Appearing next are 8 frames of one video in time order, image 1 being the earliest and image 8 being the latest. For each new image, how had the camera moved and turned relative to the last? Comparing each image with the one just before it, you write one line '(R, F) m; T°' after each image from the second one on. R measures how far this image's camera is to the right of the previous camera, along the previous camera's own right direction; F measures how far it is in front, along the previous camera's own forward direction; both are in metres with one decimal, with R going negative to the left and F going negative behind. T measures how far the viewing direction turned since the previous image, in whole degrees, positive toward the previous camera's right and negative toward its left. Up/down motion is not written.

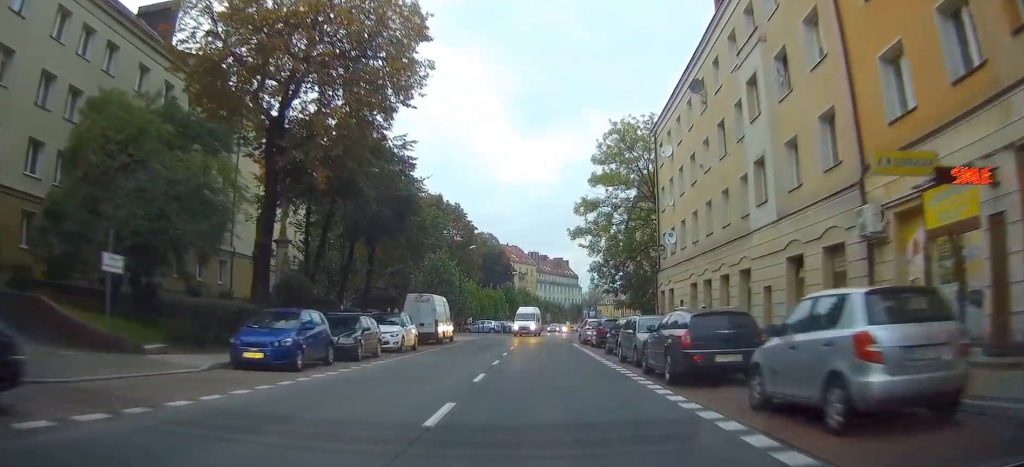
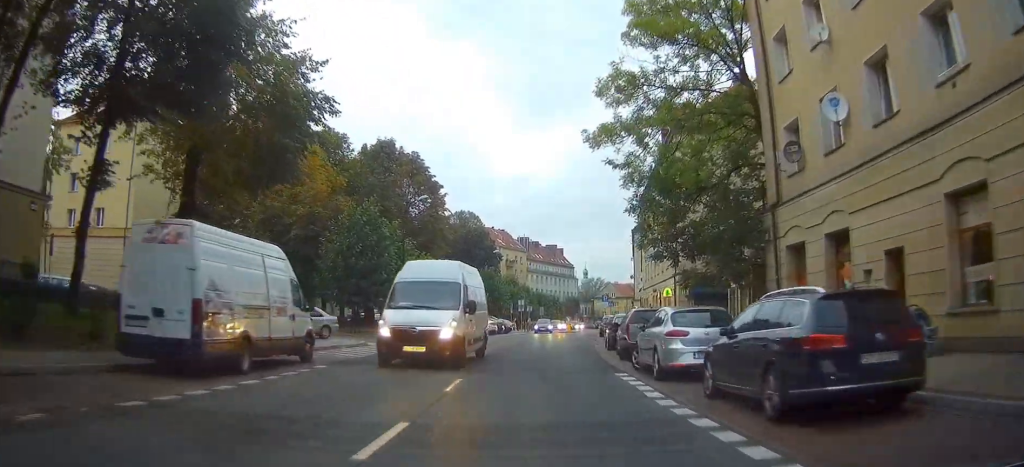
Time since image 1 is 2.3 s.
(-0.3, +26.8) m; -1°
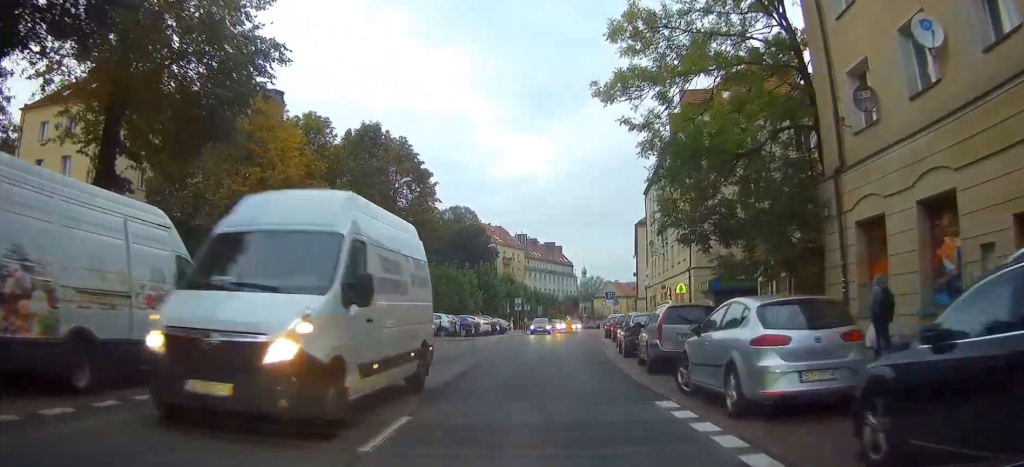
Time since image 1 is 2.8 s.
(+0.1, +5.5) m; 0°
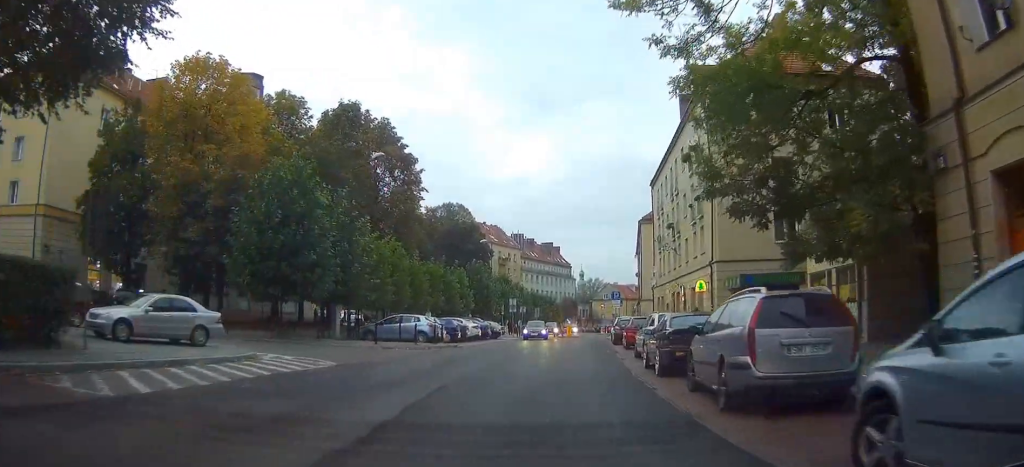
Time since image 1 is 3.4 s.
(0.0, +6.5) m; 0°
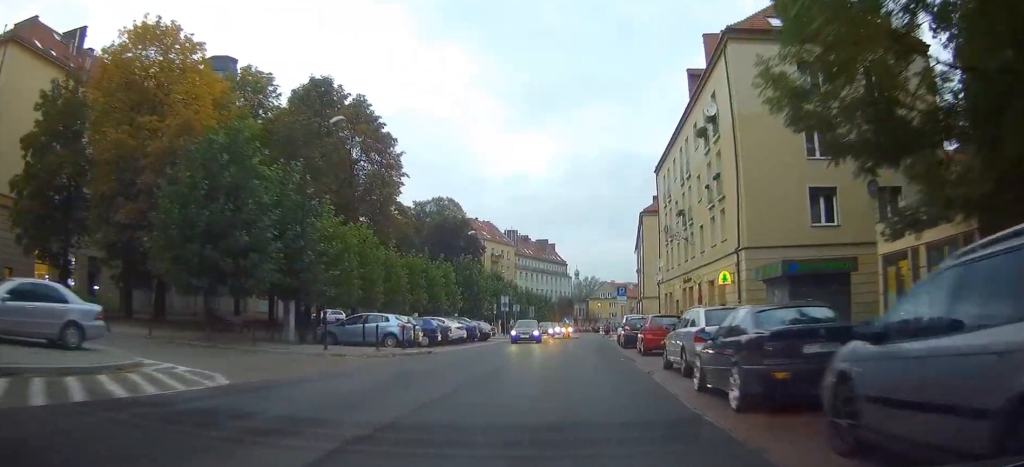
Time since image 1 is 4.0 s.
(0.0, +6.3) m; 0°
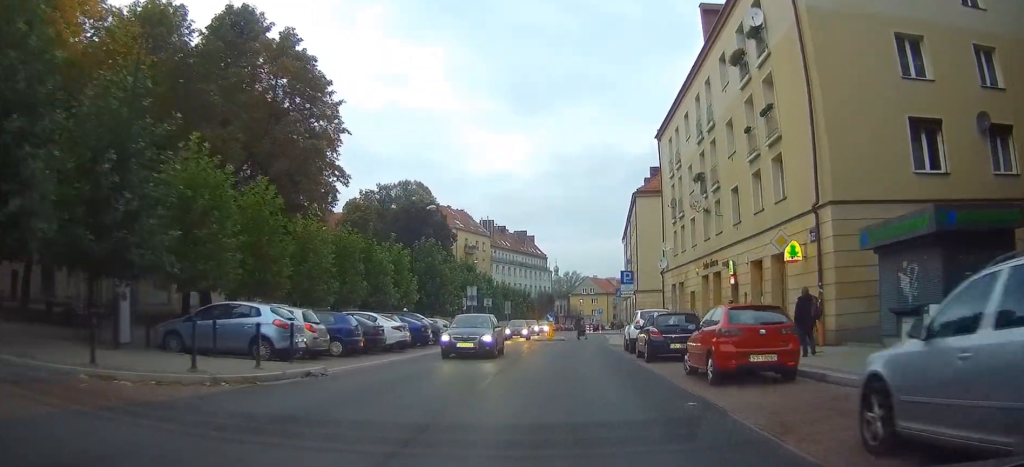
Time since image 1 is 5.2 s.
(-0.1, +11.7) m; 0°
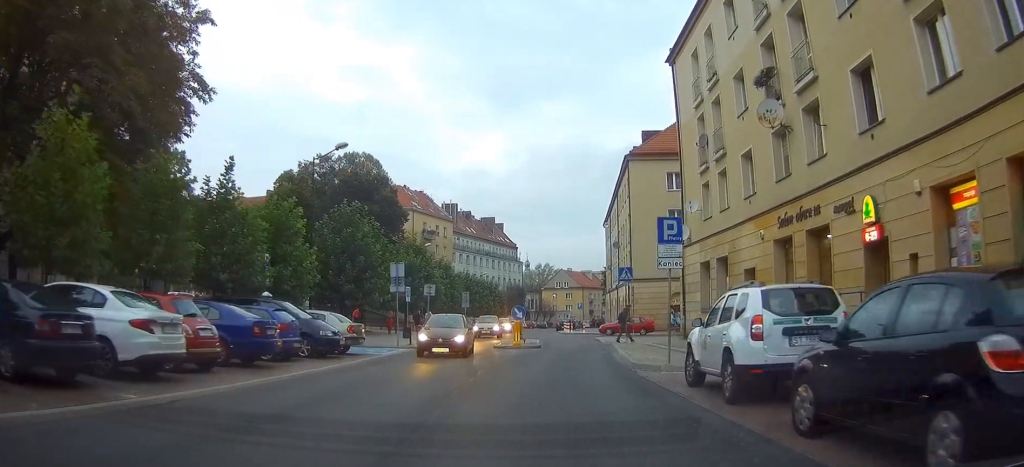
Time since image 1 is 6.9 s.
(+0.3, +15.6) m; +3°
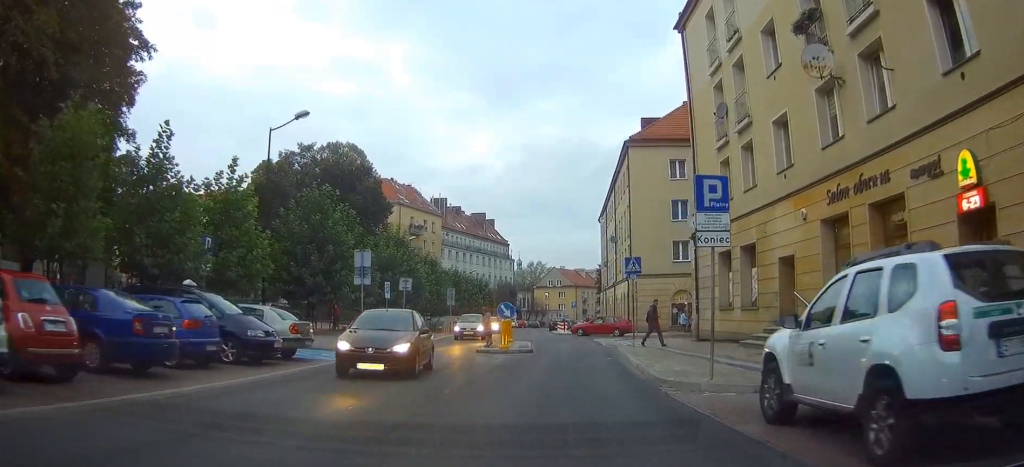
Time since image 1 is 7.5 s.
(0.0, +4.7) m; +1°
